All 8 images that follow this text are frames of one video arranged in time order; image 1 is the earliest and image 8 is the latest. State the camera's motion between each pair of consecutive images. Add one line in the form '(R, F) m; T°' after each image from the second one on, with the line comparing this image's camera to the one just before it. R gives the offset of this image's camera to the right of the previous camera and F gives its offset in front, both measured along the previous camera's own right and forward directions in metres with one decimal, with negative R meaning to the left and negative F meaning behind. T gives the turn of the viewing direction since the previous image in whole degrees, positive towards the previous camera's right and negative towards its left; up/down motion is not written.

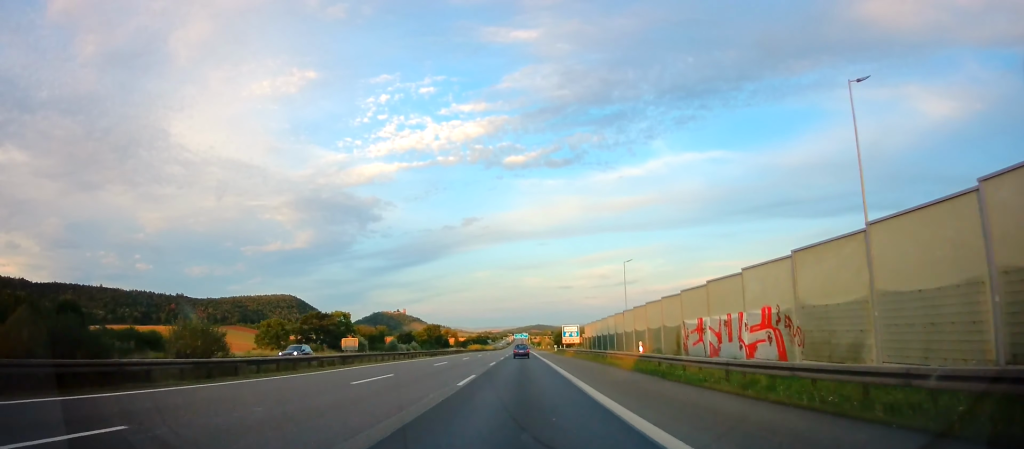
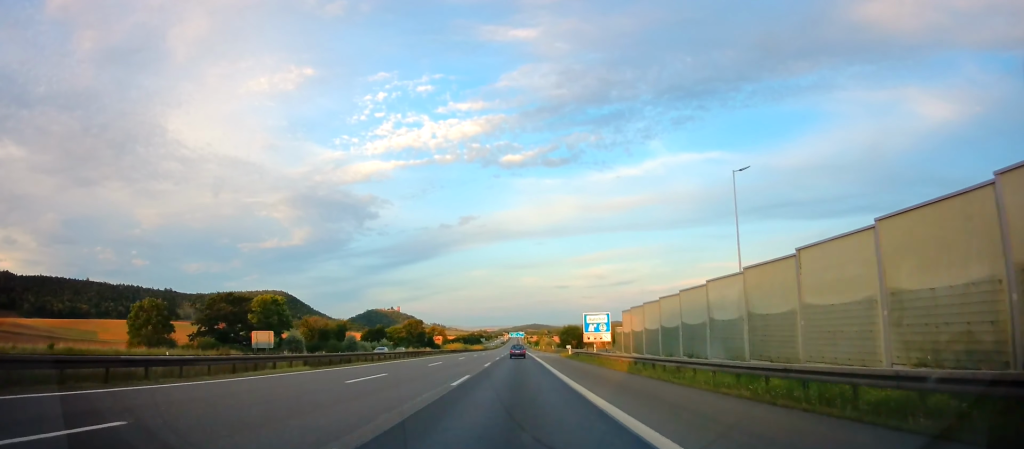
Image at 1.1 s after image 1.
(0.0, +35.2) m; 0°
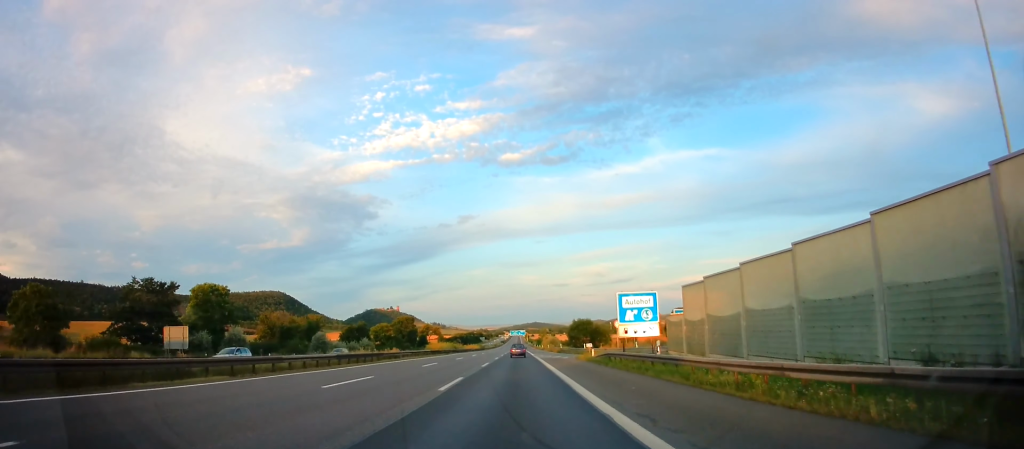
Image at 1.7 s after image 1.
(0.0, +19.7) m; 0°
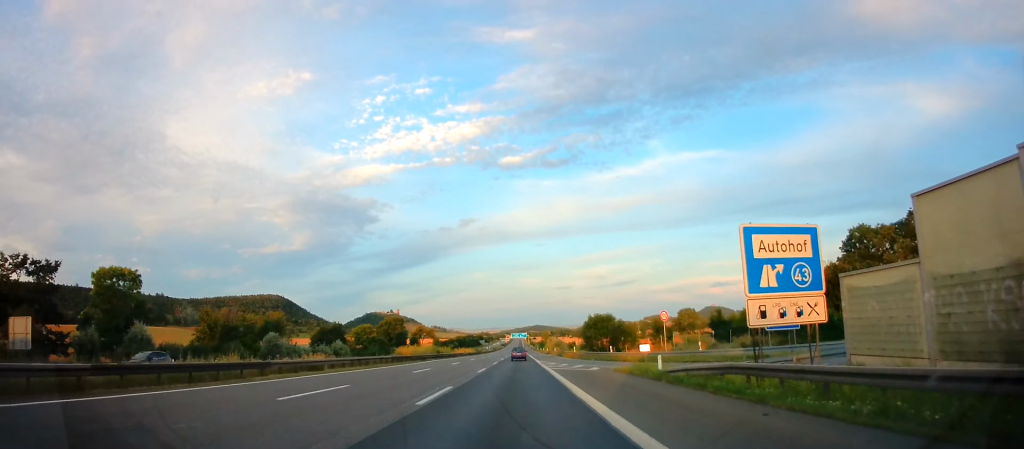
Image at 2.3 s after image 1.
(+0.1, +20.6) m; 0°
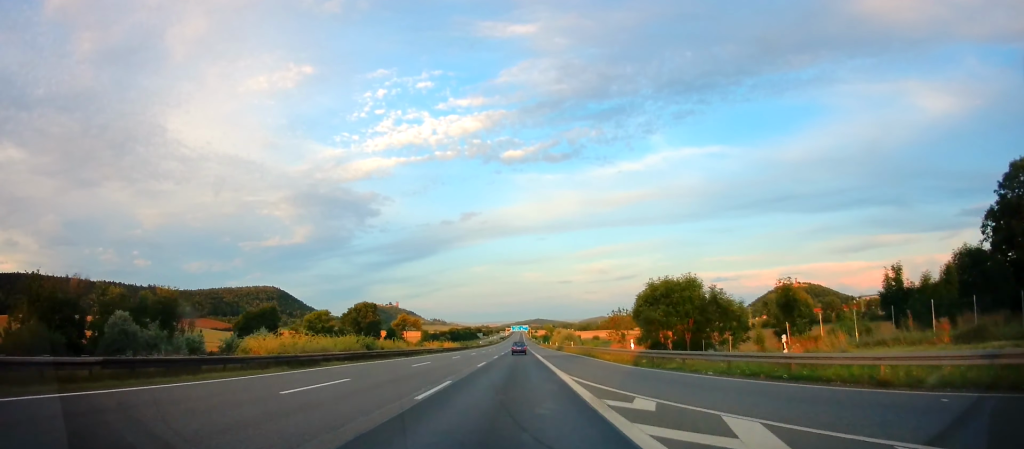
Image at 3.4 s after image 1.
(-0.1, +35.2) m; -1°
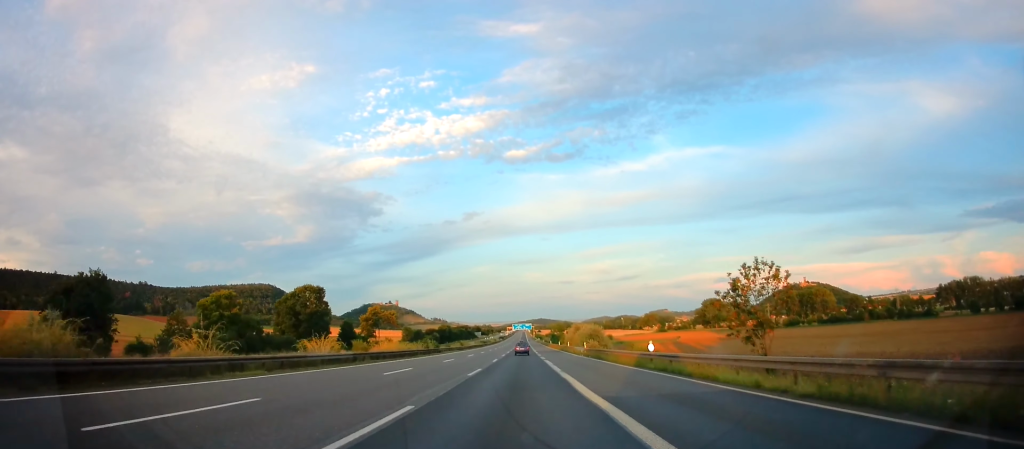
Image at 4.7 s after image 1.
(0.0, +43.5) m; +1°
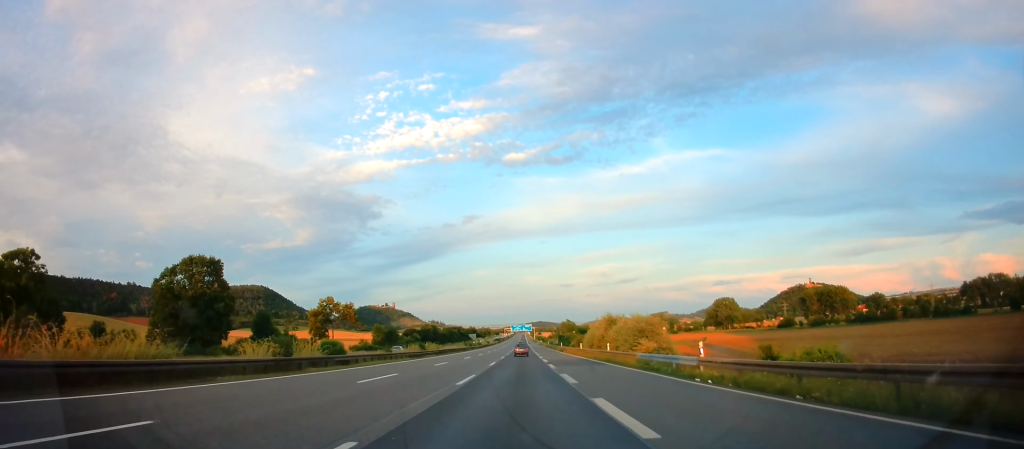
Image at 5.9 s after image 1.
(+0.5, +39.9) m; 0°
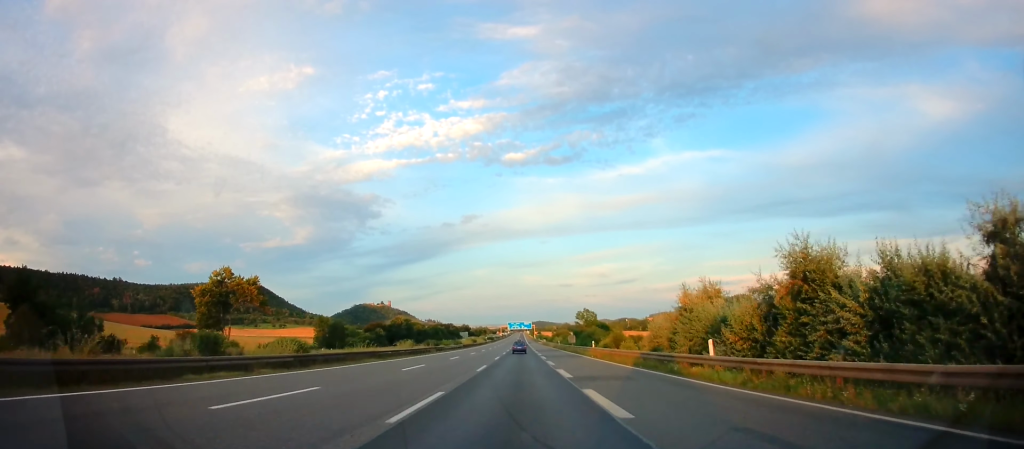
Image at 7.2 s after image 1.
(-0.5, +45.1) m; -1°
